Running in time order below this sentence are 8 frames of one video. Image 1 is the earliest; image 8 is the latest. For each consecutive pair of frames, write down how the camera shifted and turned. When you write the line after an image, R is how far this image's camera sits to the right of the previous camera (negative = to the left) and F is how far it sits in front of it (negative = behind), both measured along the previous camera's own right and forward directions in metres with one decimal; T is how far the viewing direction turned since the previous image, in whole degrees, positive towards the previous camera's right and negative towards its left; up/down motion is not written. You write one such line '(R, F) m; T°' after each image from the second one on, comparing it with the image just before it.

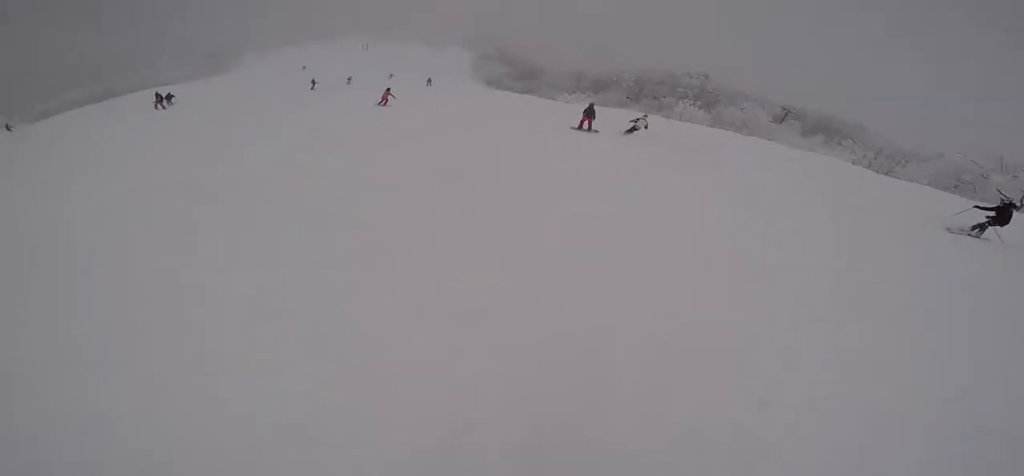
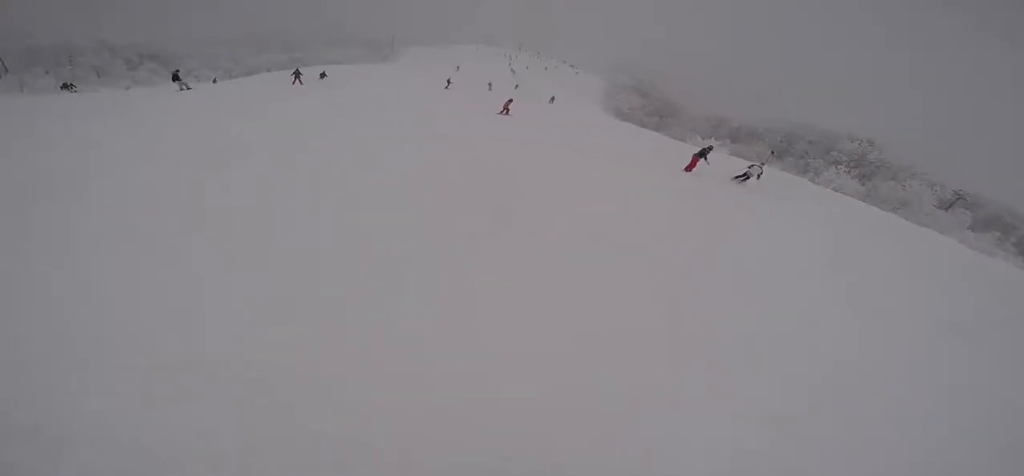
(-1.1, +2.1) m; -11°
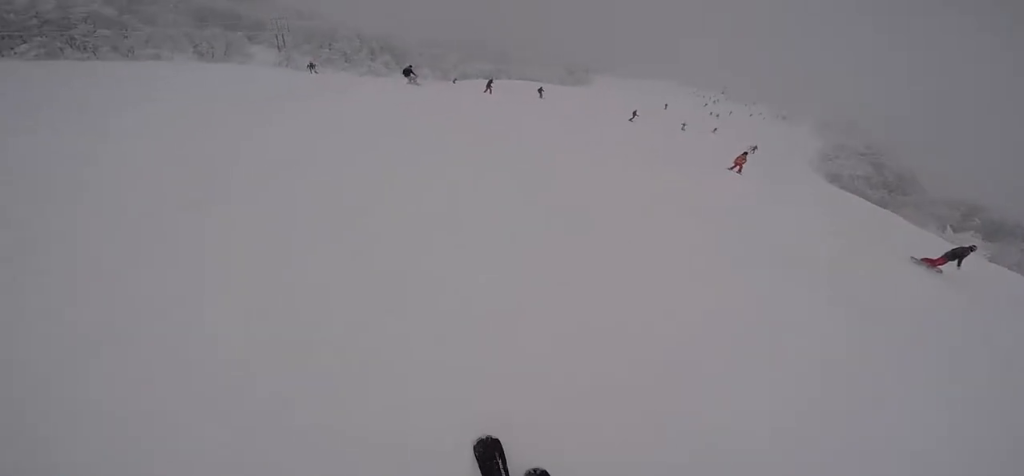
(-0.6, +3.9) m; -7°
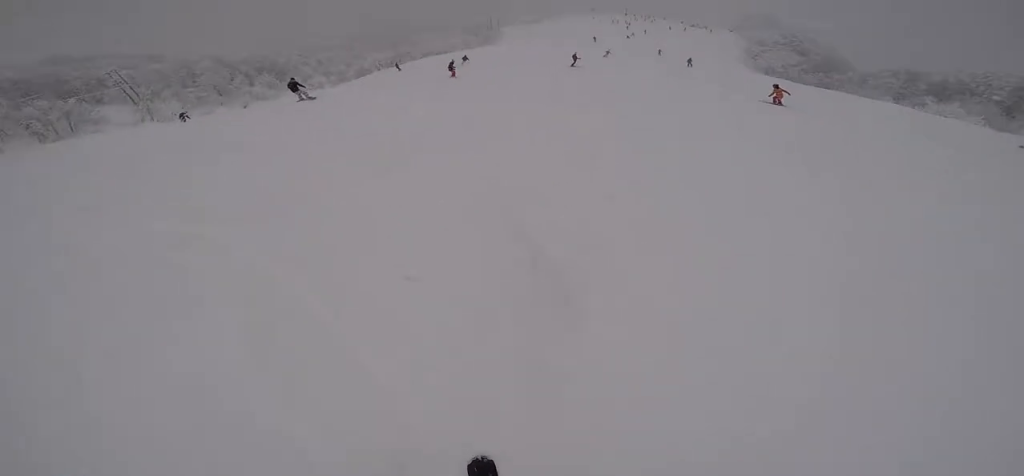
(+0.2, +5.9) m; +5°
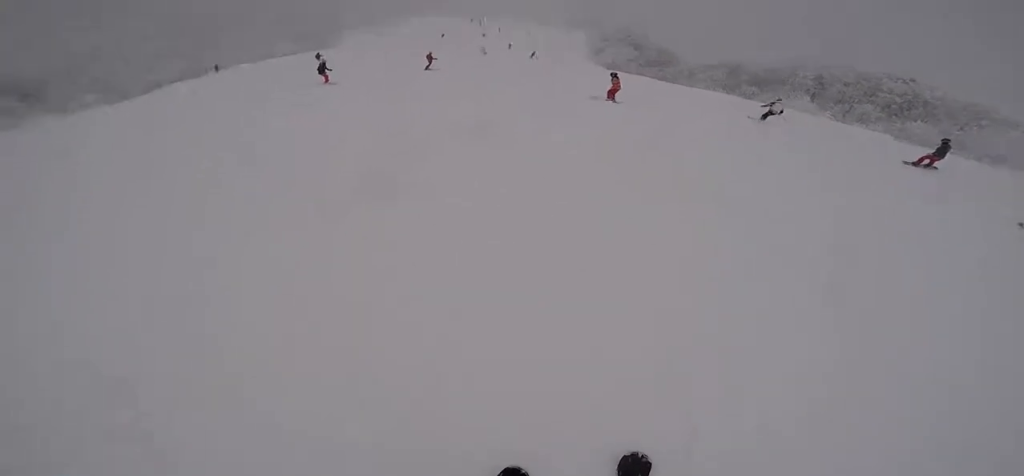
(+0.9, +8.3) m; +9°
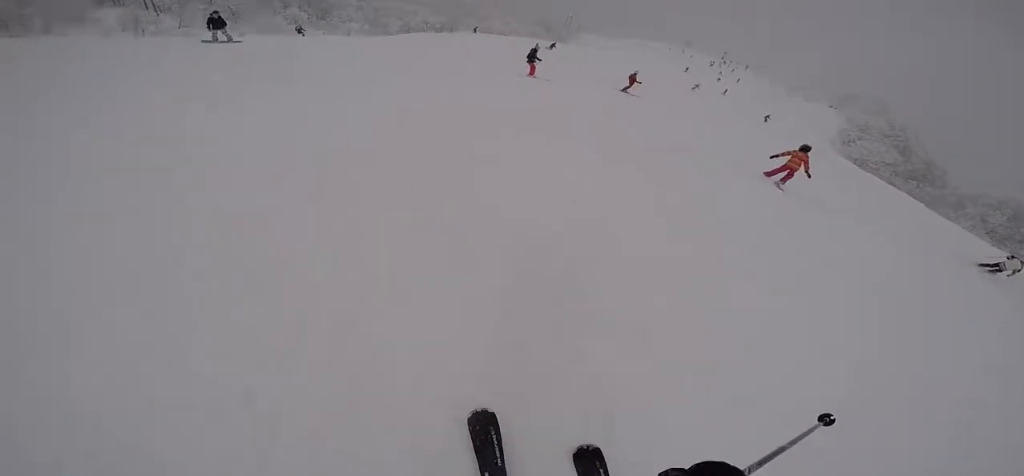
(-0.1, +5.5) m; -24°
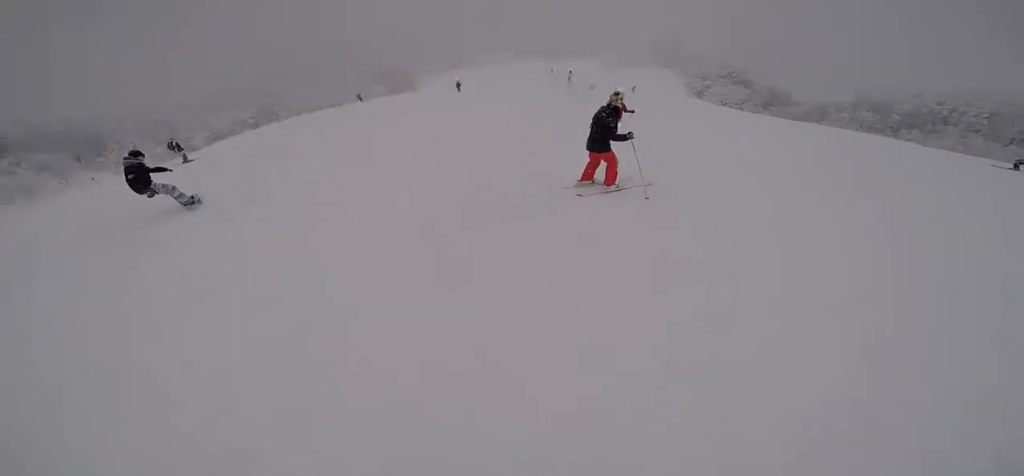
(0.0, +10.3) m; +24°
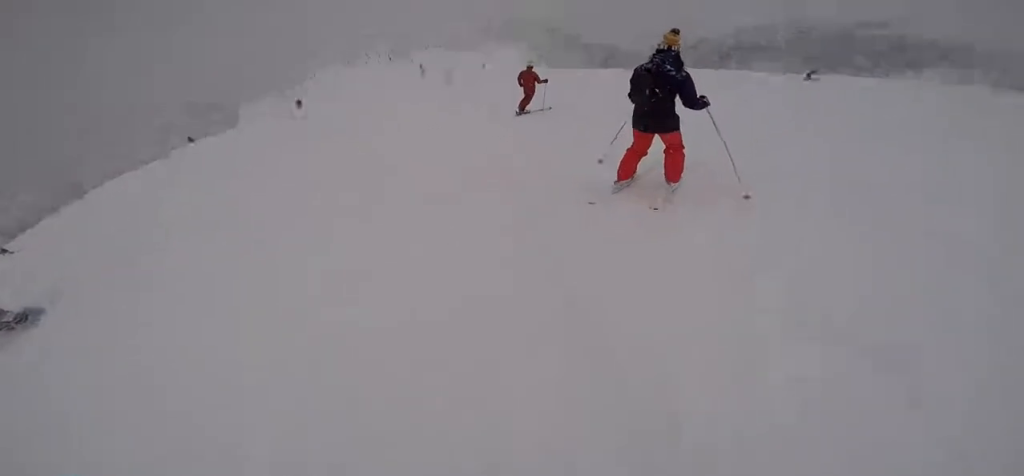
(+0.3, +2.9) m; +9°
